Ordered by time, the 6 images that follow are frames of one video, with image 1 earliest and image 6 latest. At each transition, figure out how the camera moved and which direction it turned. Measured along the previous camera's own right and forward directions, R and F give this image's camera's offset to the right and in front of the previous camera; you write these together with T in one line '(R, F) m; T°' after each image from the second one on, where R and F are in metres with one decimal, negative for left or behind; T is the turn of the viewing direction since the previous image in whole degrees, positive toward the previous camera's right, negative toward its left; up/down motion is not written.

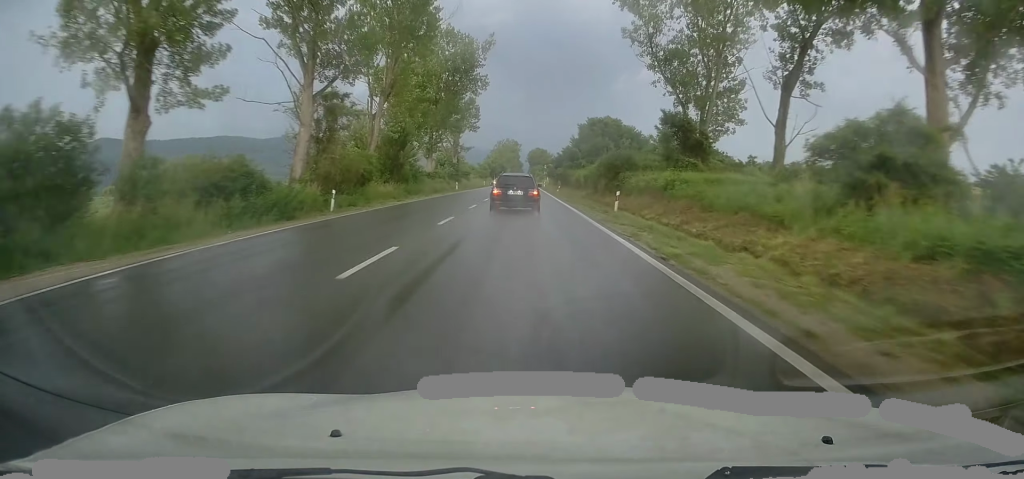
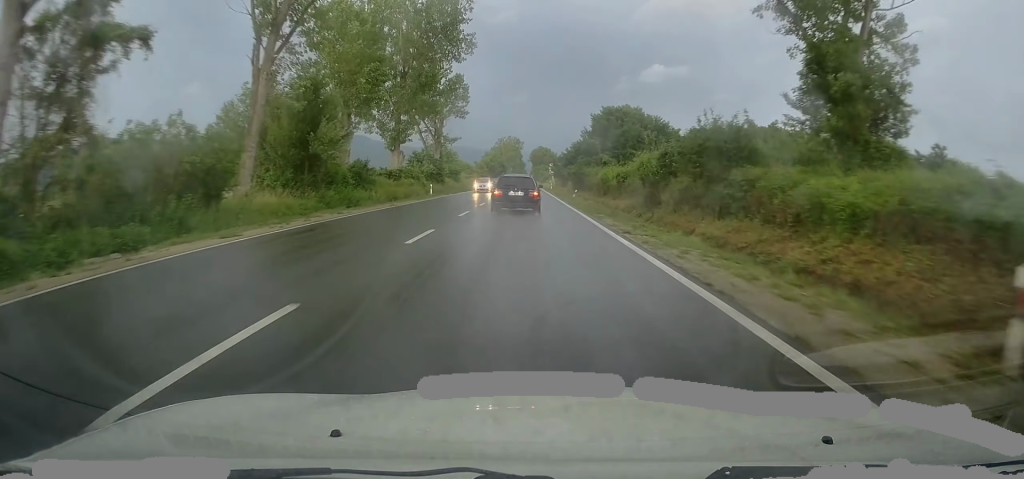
(0.0, +22.4) m; -1°
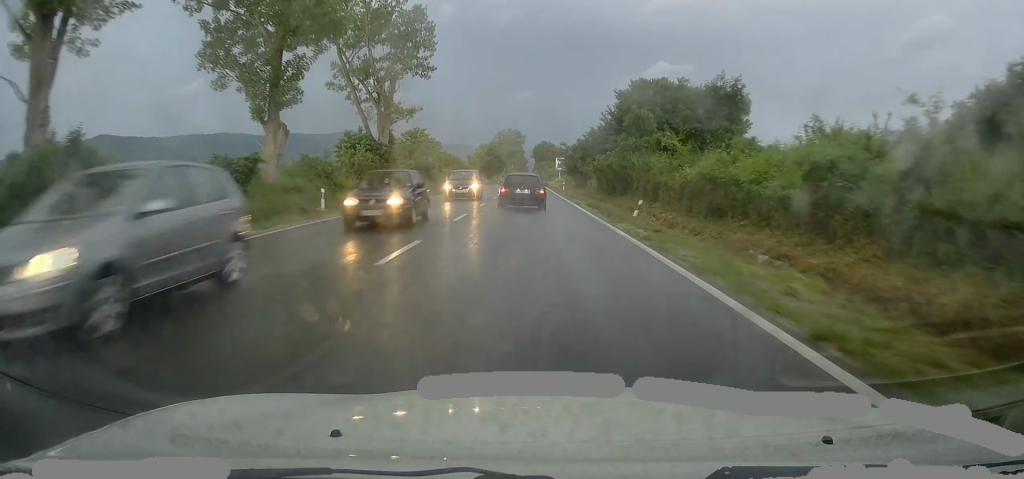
(-0.5, +29.8) m; -1°
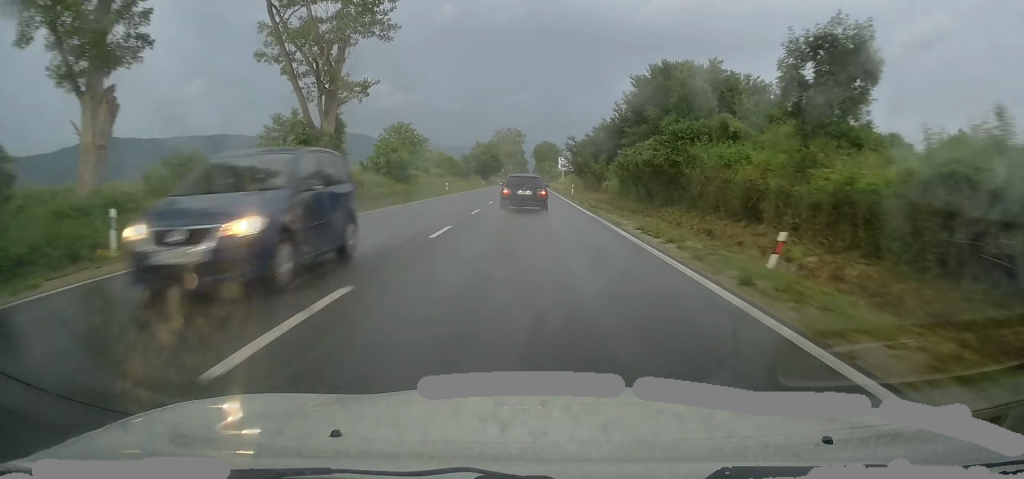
(0.0, +13.8) m; 0°
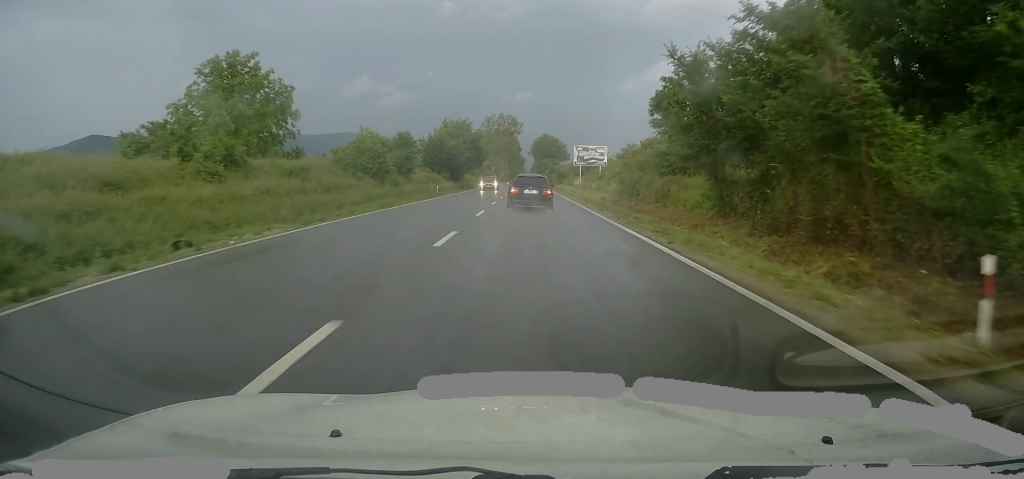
(-0.2, +55.1) m; 0°
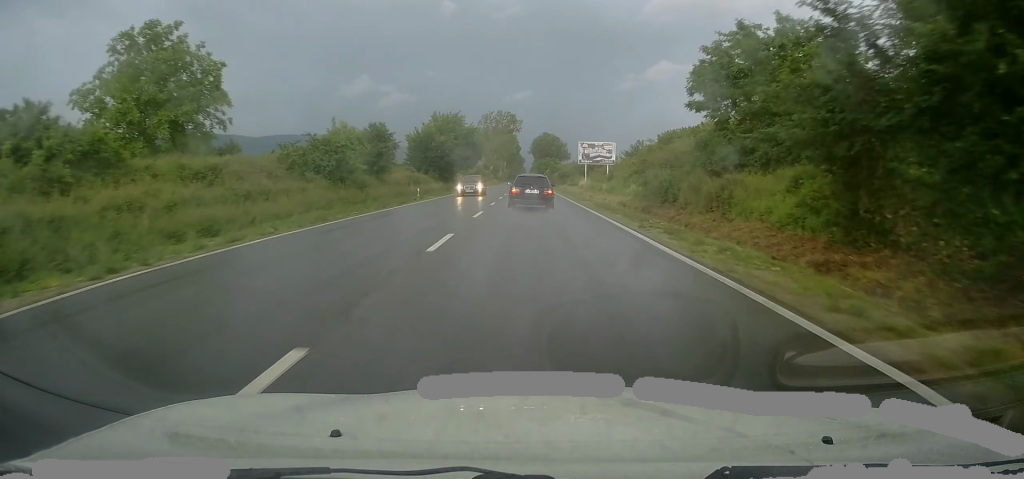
(0.0, +9.7) m; 0°
